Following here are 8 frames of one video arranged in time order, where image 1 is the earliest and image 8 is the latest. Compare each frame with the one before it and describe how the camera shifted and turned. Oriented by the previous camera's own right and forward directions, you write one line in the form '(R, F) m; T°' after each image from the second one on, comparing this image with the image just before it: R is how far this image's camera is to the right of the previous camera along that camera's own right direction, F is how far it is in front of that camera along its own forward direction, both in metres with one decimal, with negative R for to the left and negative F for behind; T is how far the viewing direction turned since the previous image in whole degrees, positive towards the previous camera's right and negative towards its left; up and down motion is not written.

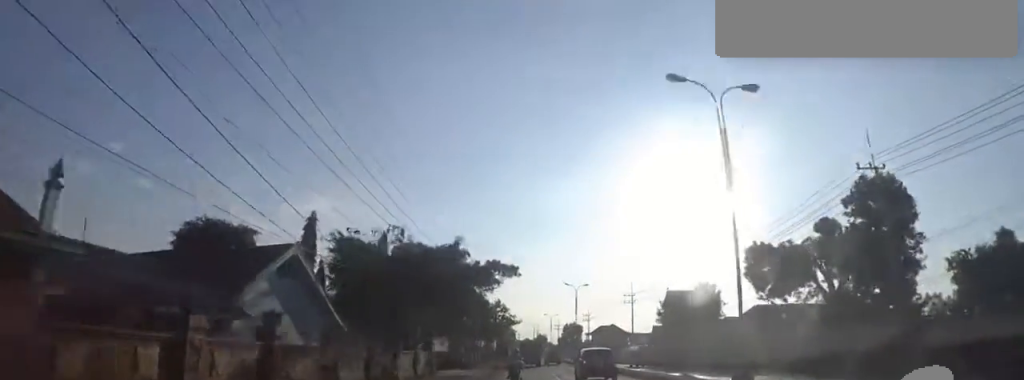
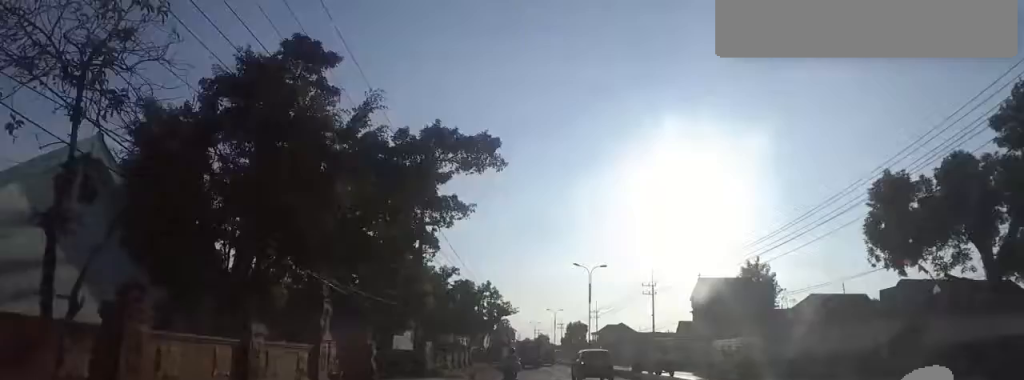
(+1.1, +13.6) m; +1°
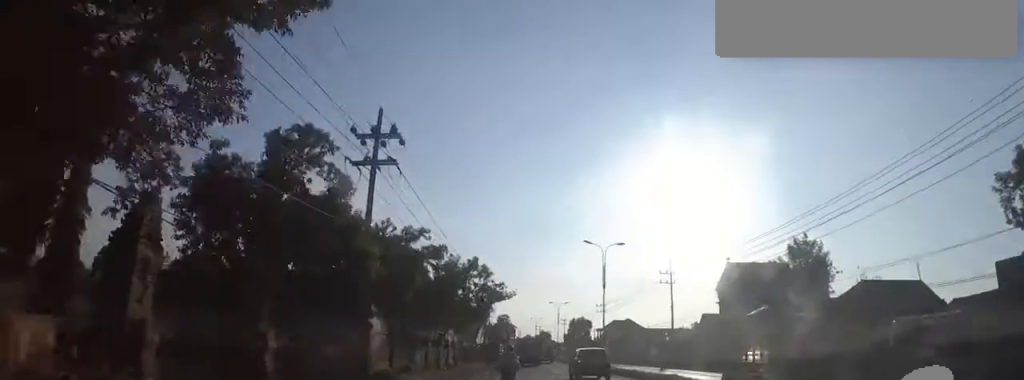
(+0.2, +8.6) m; -1°
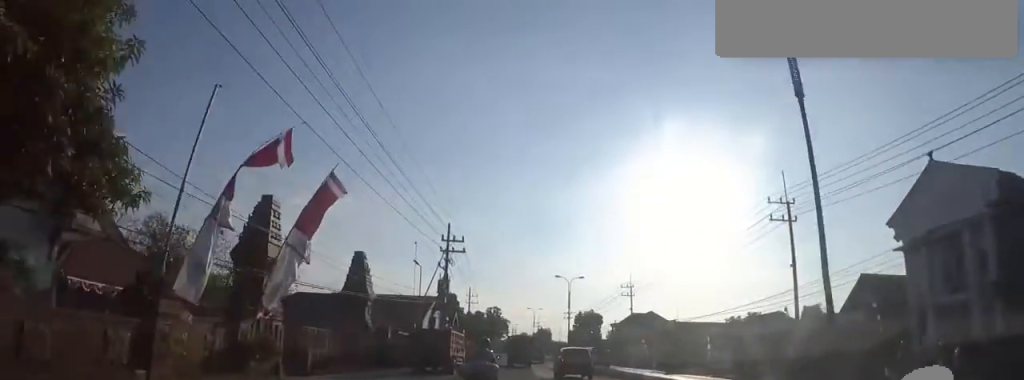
(-1.9, +28.9) m; +1°
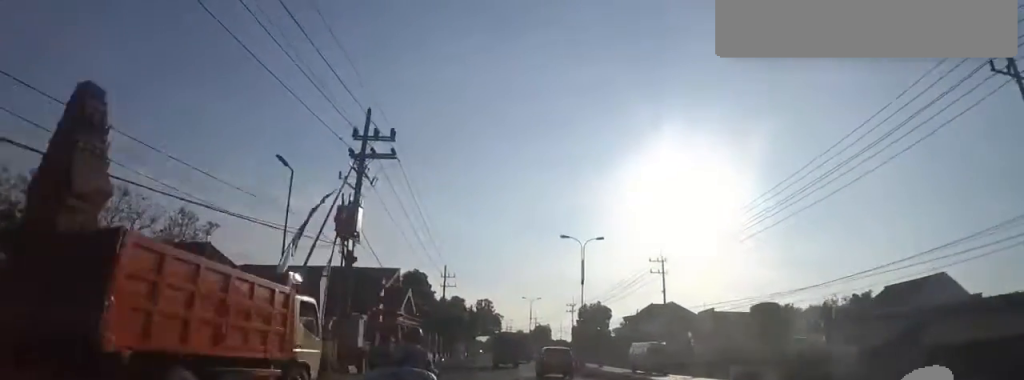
(+1.3, +18.4) m; +1°
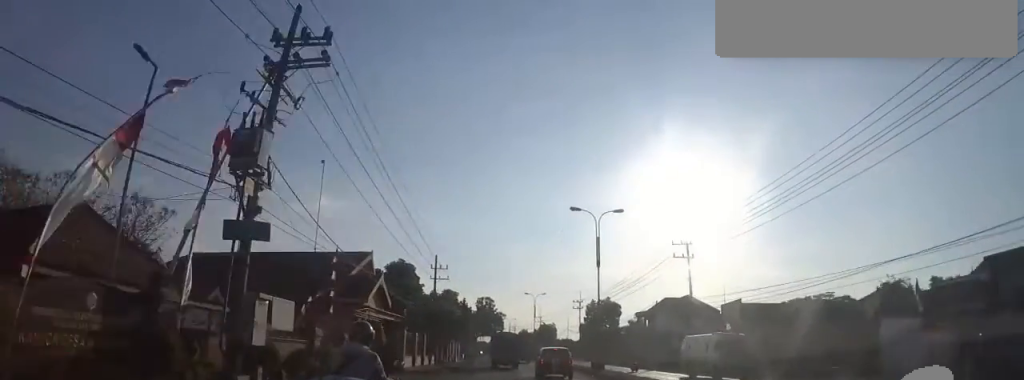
(-0.1, +7.0) m; -1°
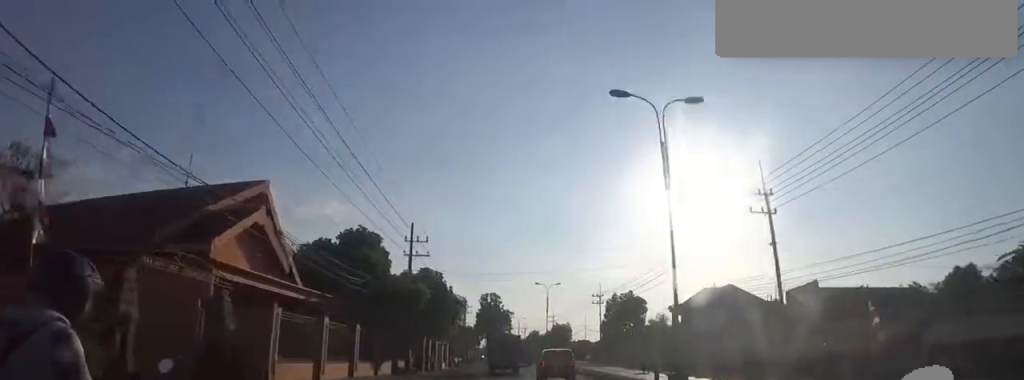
(-0.8, +13.3) m; -4°
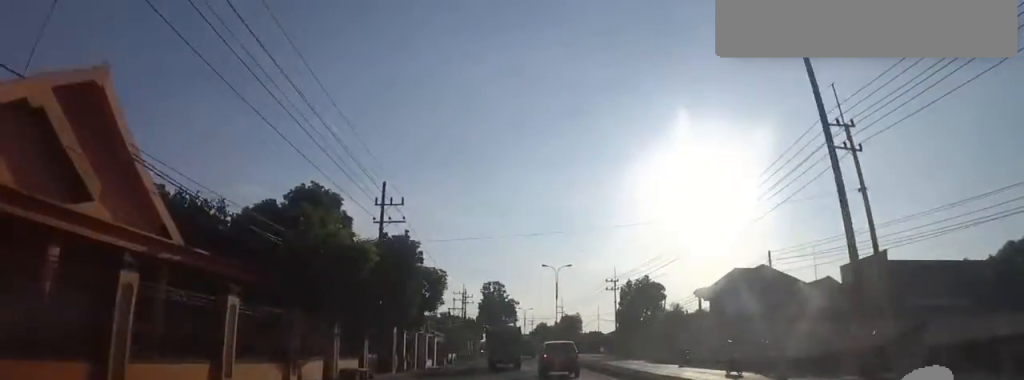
(-0.1, +7.6) m; 0°
